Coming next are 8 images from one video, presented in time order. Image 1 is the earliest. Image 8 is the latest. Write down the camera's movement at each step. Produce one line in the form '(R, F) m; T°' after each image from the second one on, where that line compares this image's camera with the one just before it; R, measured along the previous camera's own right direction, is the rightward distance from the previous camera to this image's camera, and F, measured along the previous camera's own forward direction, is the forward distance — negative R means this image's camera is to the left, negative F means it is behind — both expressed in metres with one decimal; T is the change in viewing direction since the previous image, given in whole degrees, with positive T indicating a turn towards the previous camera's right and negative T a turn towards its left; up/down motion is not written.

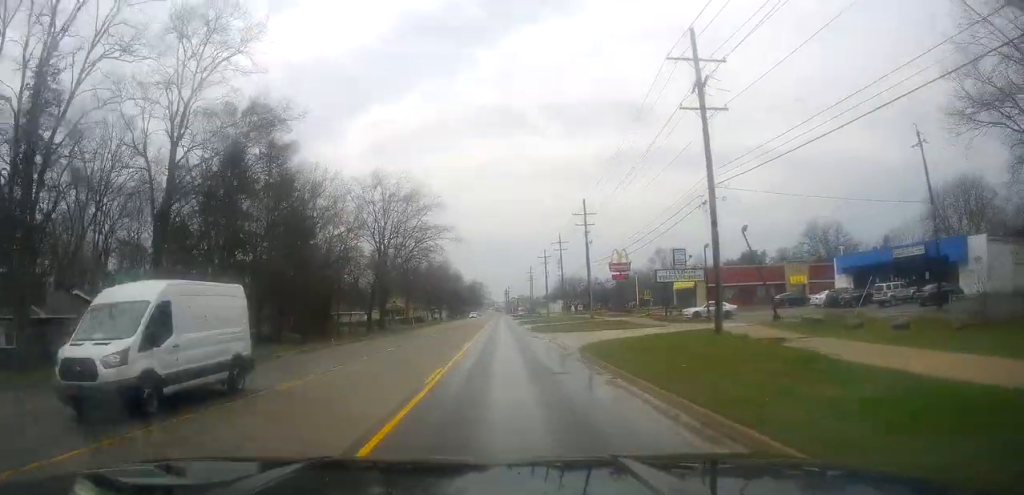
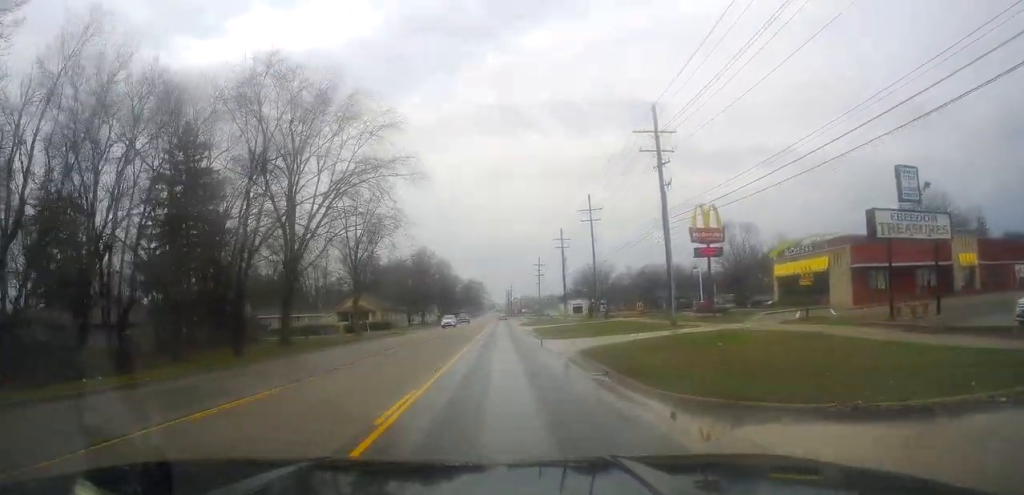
(-0.8, +35.4) m; -4°
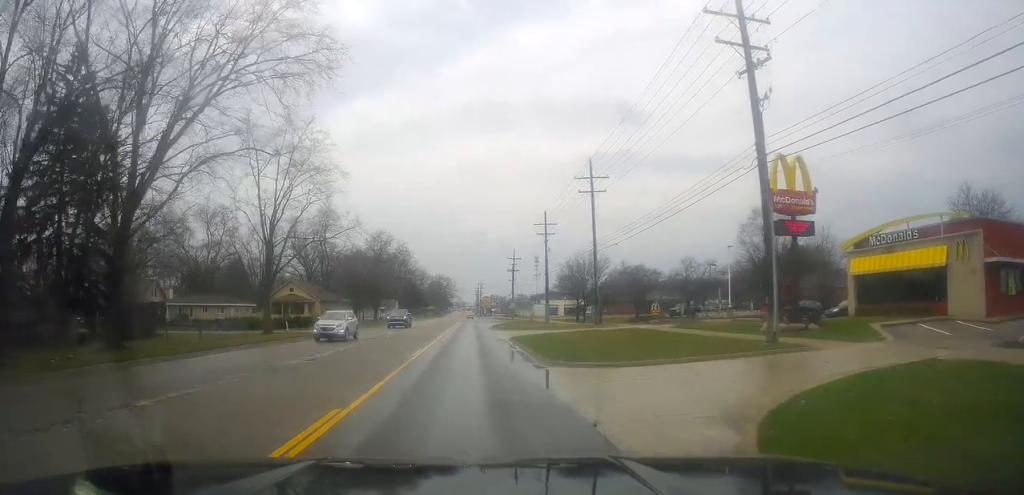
(-0.3, +18.0) m; +1°
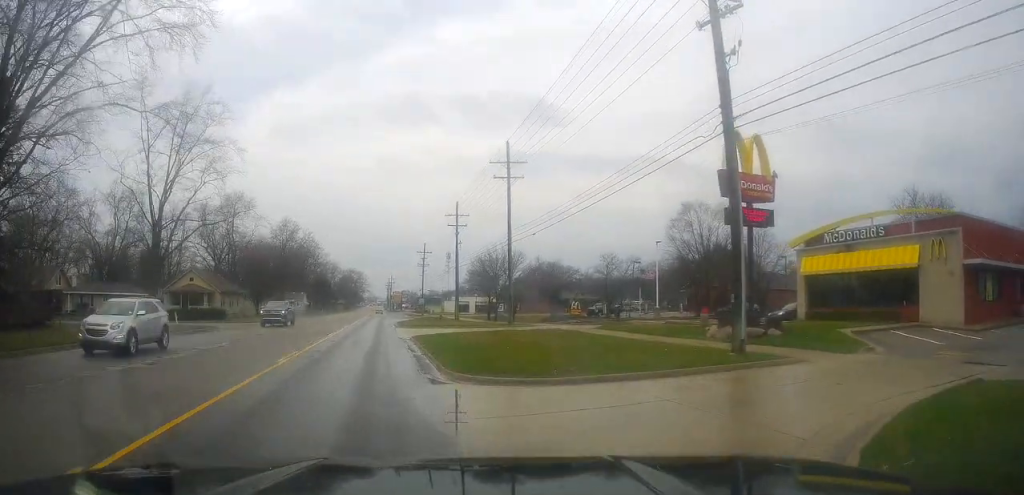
(0.0, +5.4) m; +2°
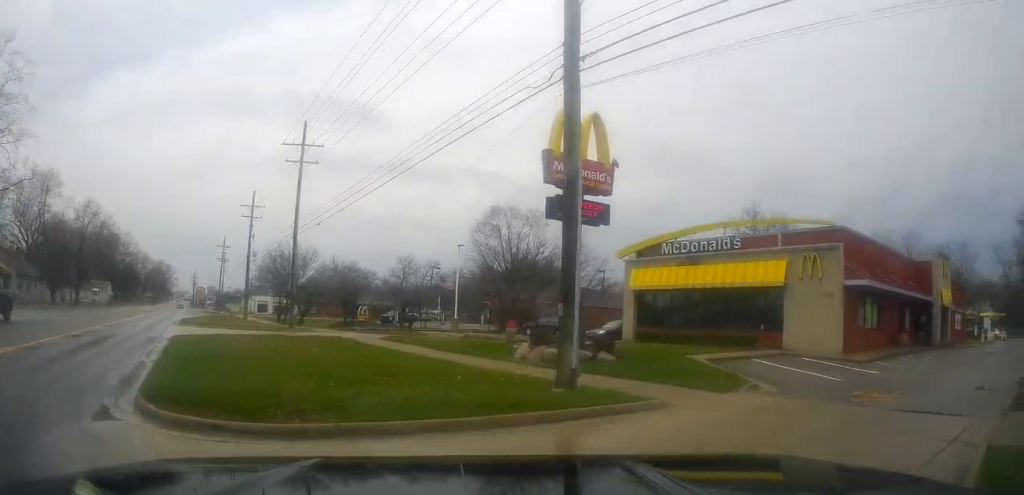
(+0.3, +6.6) m; +4°
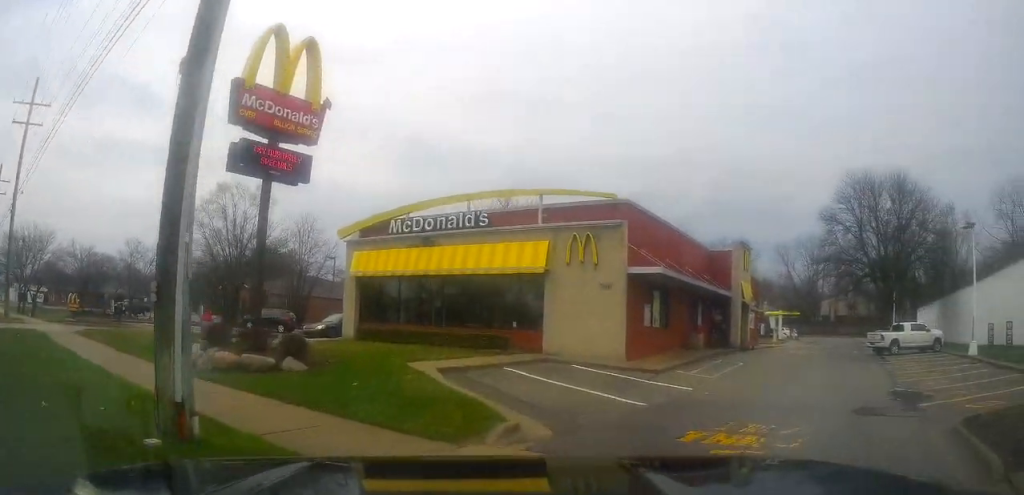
(+0.2, +6.8) m; +22°
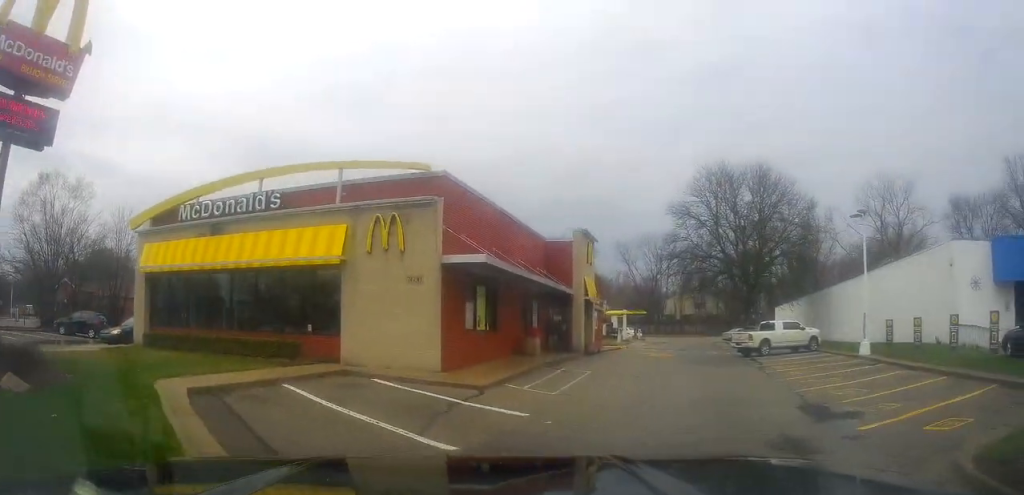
(+1.7, +3.8) m; +29°
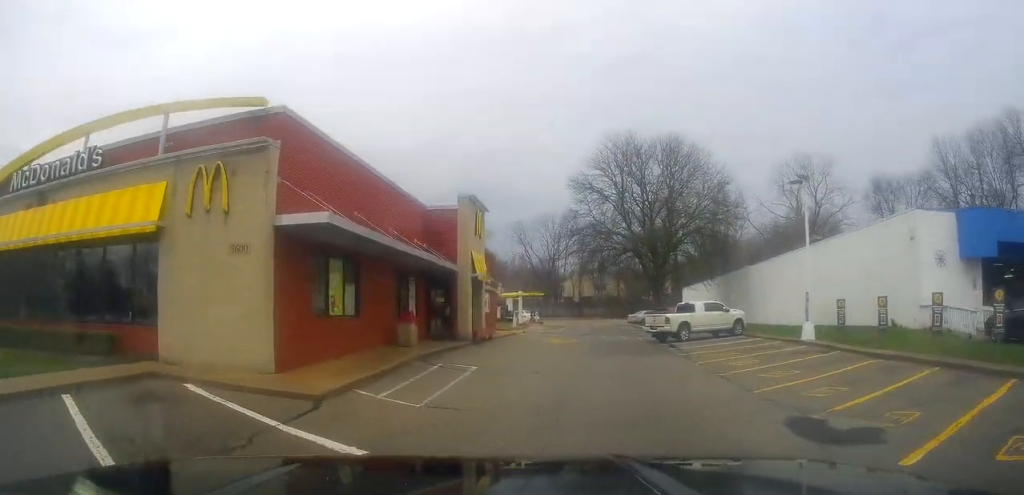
(+0.9, +3.6) m; +23°
